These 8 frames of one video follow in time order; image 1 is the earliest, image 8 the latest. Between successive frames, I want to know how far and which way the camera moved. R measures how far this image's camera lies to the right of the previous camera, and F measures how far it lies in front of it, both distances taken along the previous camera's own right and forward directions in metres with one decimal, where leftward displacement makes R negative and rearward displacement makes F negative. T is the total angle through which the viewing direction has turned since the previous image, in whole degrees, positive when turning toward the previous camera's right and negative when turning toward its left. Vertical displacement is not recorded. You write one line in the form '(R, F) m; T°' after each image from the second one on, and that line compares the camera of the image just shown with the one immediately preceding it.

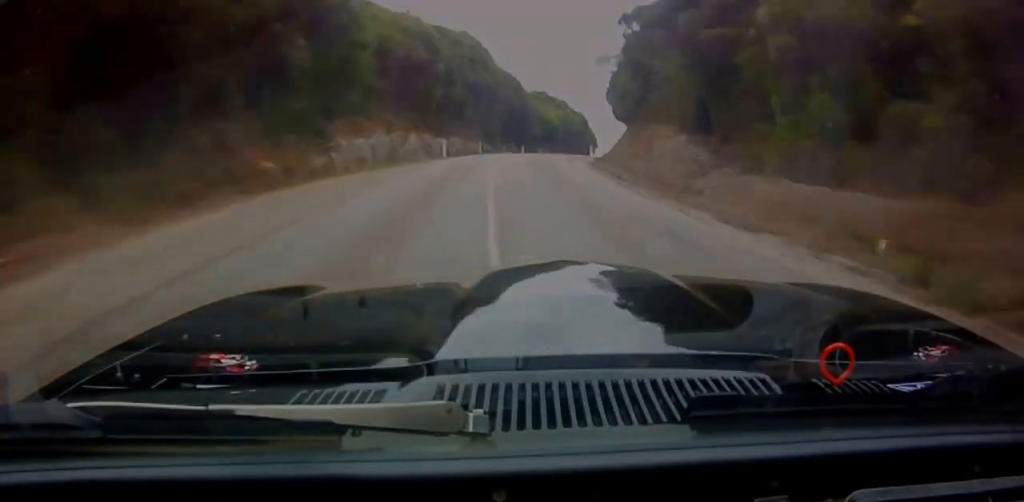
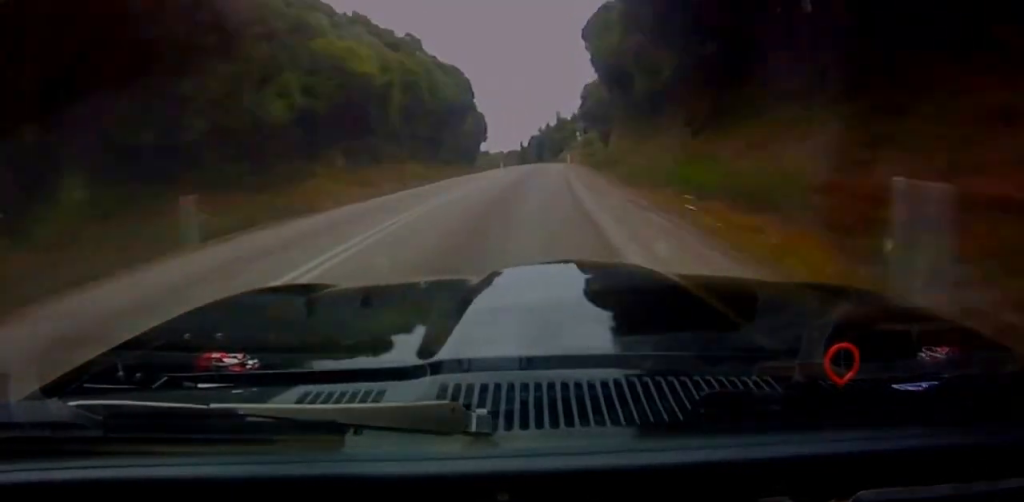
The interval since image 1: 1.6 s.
(+3.7, +68.1) m; +6°
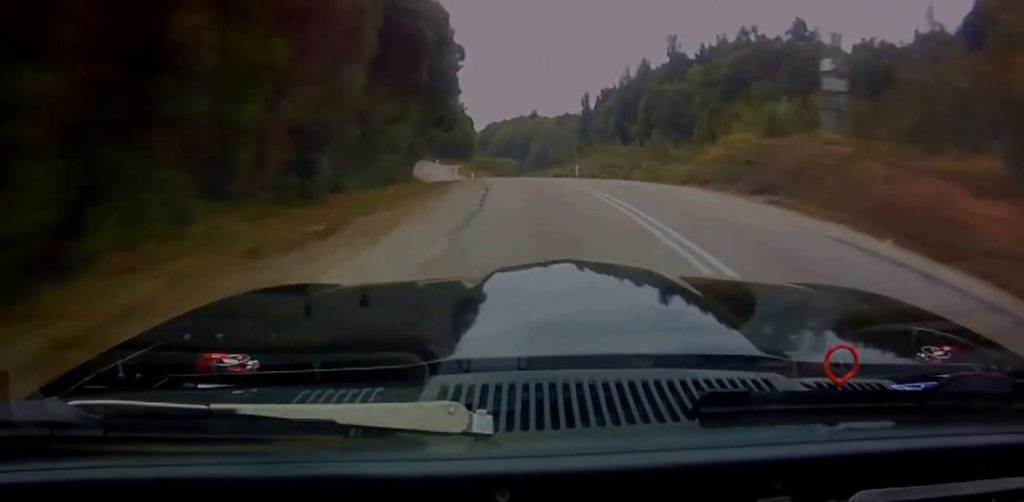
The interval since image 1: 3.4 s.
(+2.1, +80.0) m; -2°
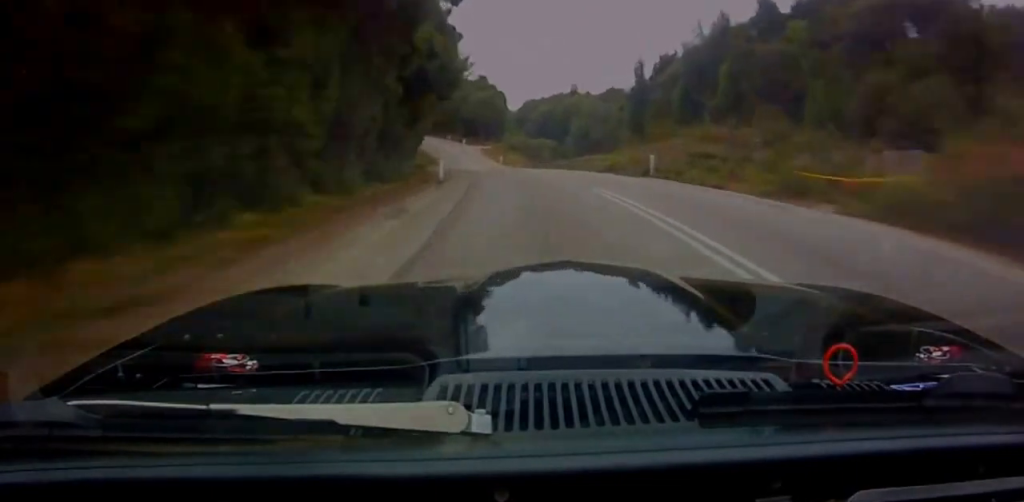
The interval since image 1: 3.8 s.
(-1.0, +19.0) m; -3°
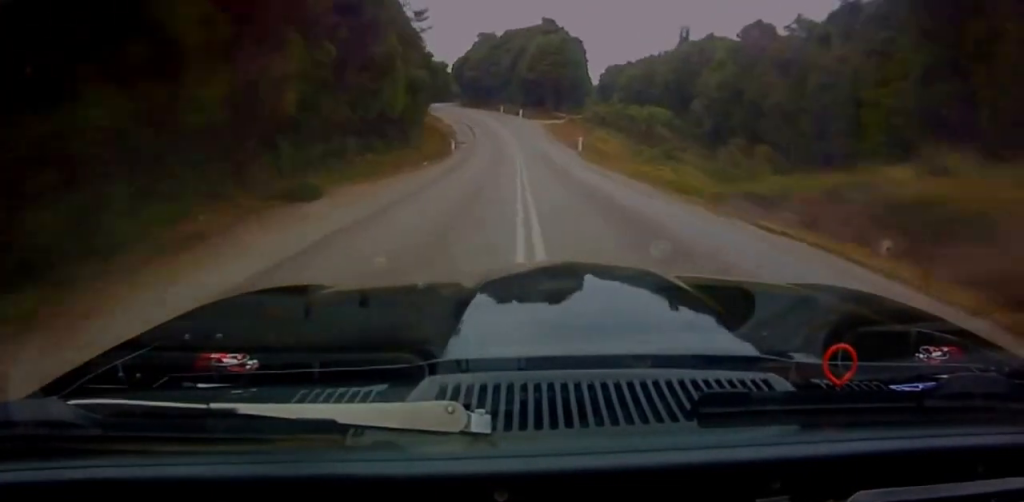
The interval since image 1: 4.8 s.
(-3.0, +49.7) m; -6°
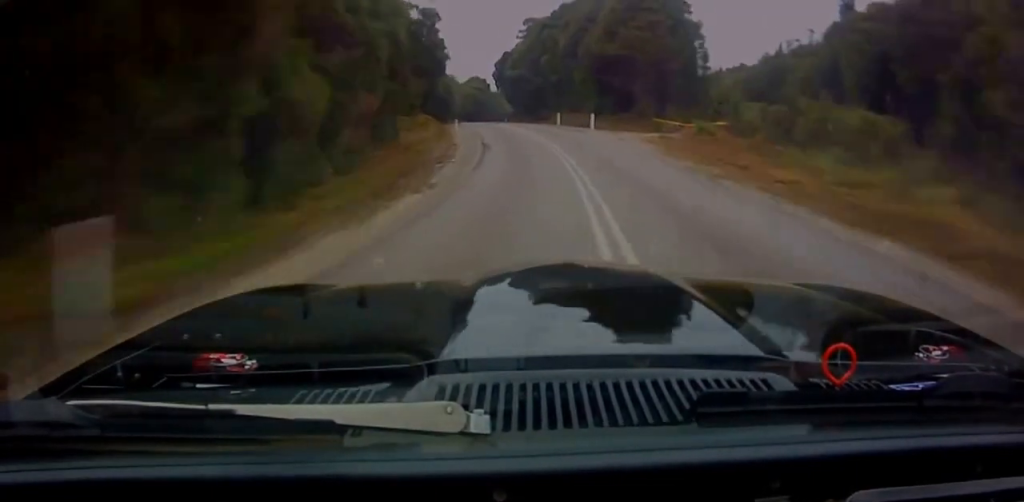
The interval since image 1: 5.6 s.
(-1.6, +39.2) m; -4°
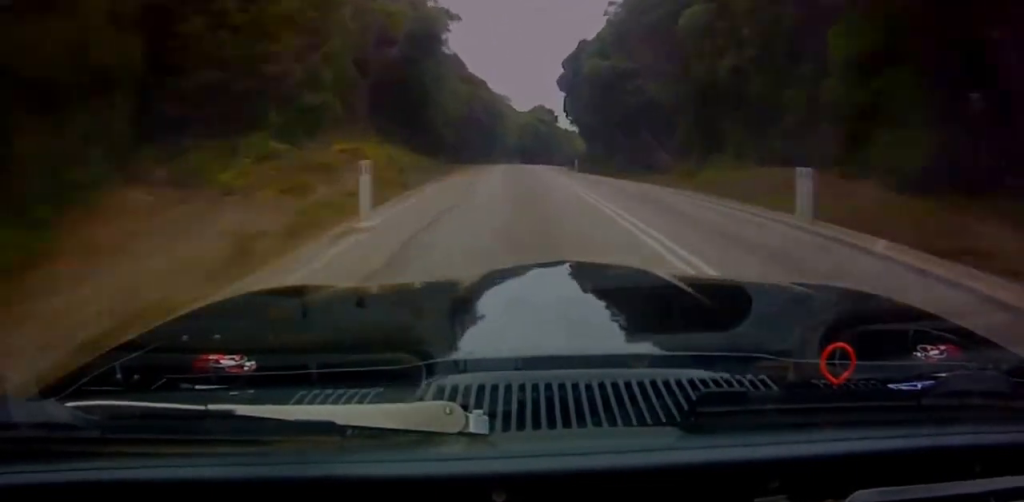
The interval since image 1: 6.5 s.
(-1.4, +42.0) m; -3°
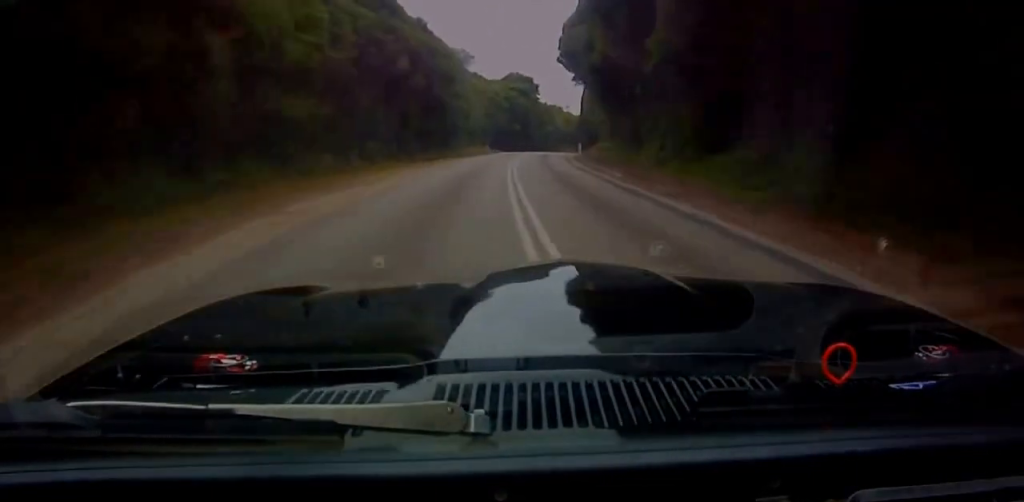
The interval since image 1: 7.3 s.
(-0.8, +35.2) m; 0°
